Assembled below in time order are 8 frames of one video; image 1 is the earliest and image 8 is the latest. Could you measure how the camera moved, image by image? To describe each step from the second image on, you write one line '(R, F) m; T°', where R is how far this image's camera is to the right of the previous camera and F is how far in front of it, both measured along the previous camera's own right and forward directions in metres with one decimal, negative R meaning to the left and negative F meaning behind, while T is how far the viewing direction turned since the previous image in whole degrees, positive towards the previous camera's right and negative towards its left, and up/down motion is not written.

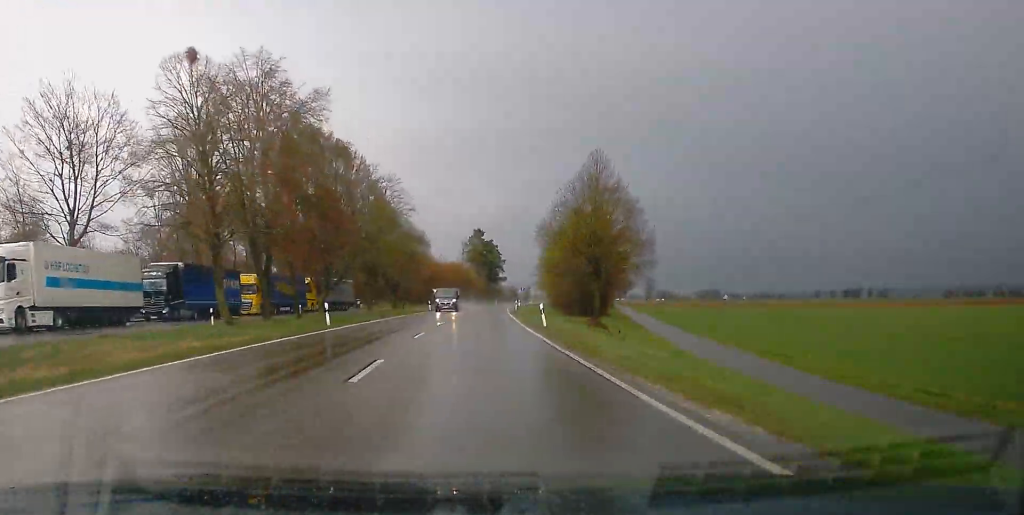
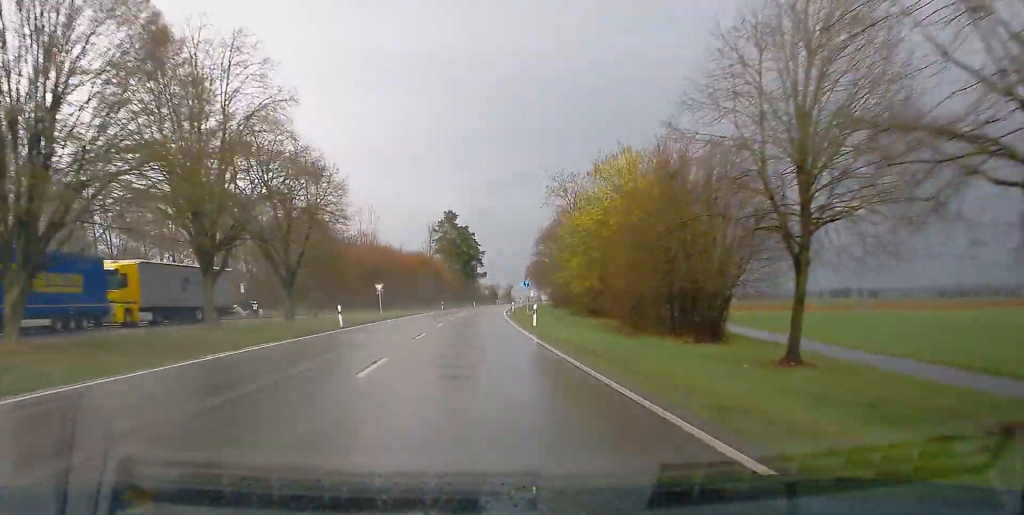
(+1.1, +47.4) m; +2°
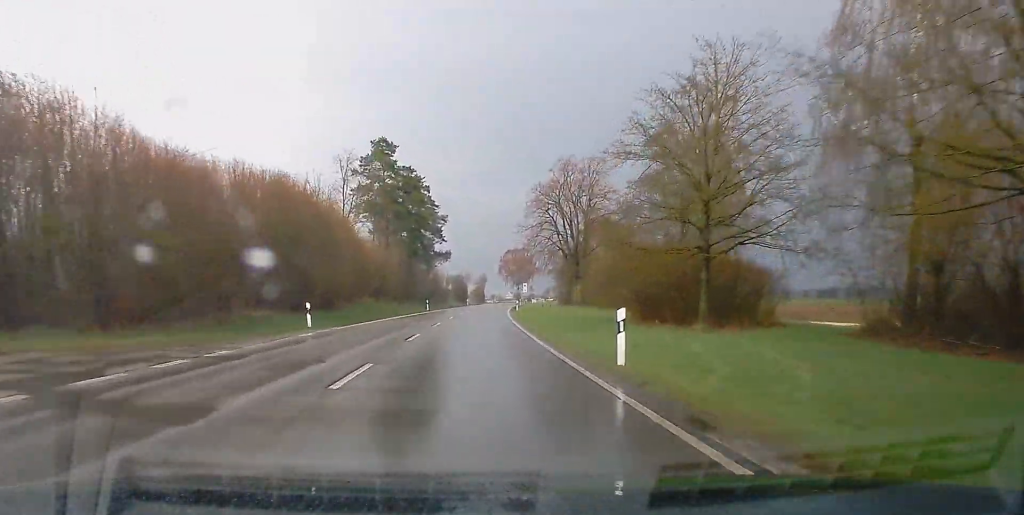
(+1.3, +73.0) m; +2°
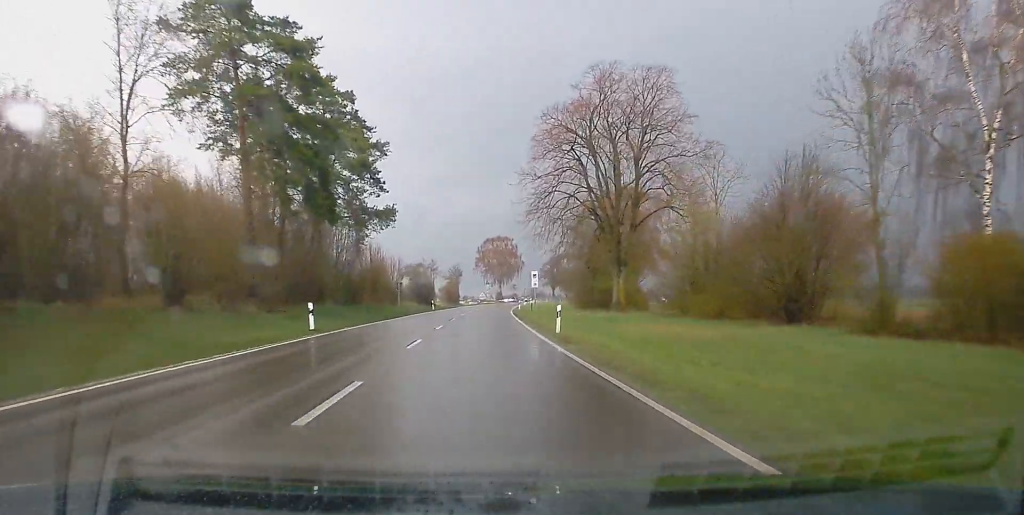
(+1.0, +50.0) m; +3°
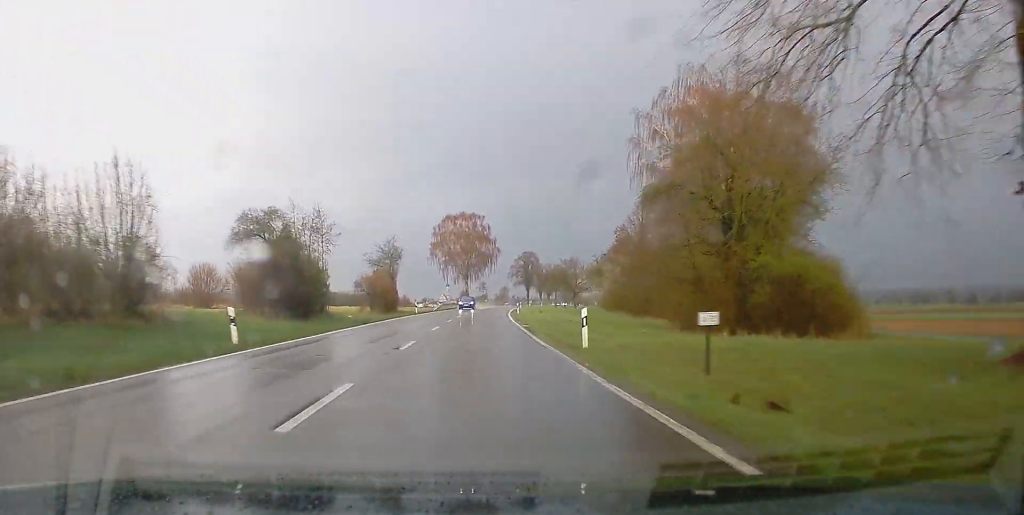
(+1.8, +60.0) m; +3°
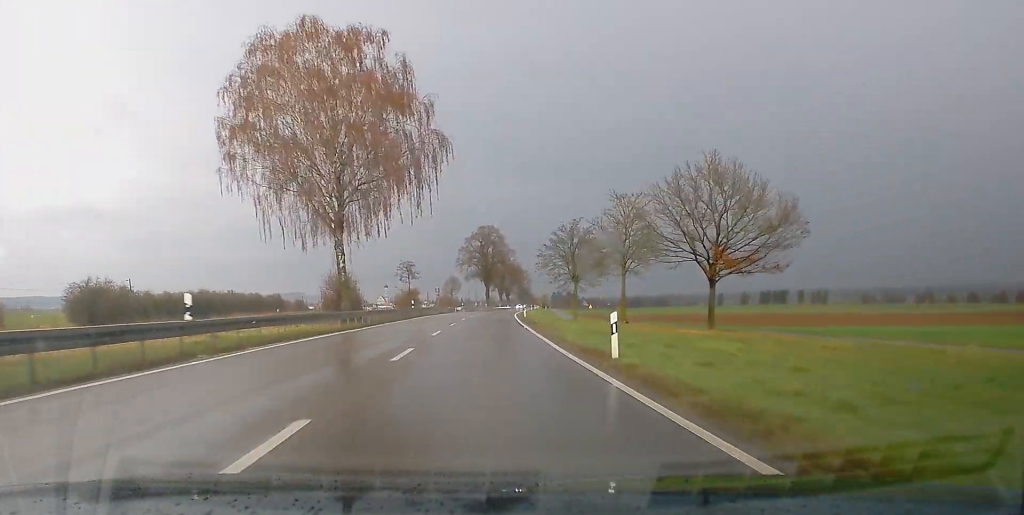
(+3.7, +100.8) m; +5°
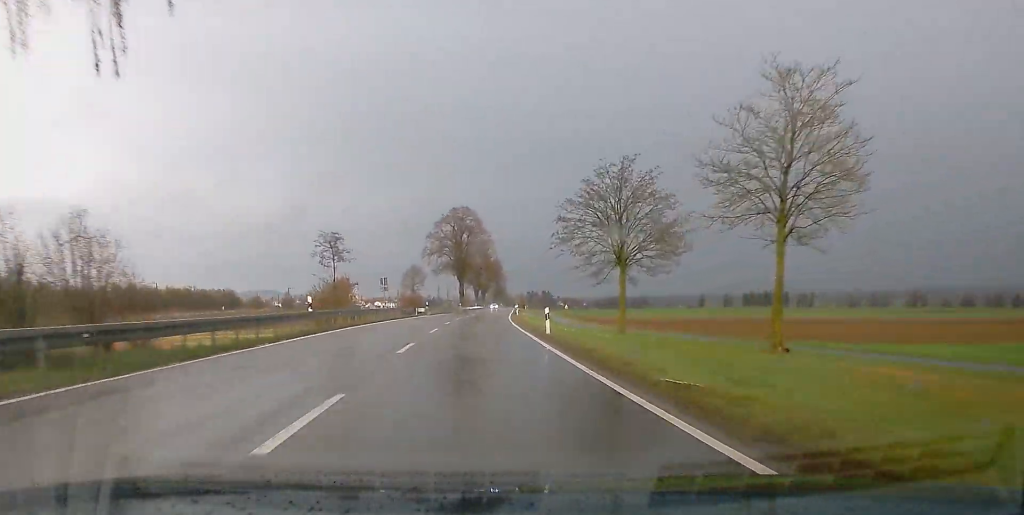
(+0.3, +33.8) m; +2°
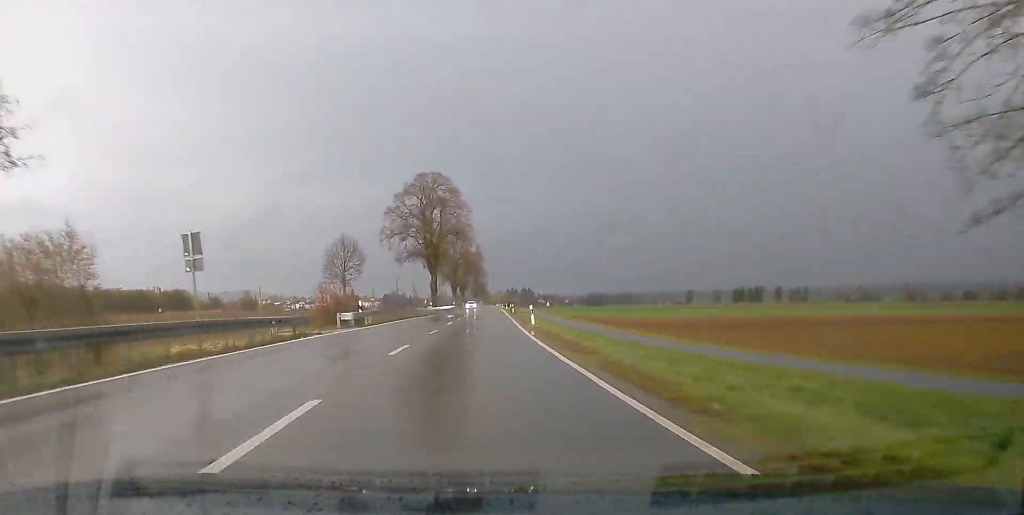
(+0.8, +36.8) m; +1°
